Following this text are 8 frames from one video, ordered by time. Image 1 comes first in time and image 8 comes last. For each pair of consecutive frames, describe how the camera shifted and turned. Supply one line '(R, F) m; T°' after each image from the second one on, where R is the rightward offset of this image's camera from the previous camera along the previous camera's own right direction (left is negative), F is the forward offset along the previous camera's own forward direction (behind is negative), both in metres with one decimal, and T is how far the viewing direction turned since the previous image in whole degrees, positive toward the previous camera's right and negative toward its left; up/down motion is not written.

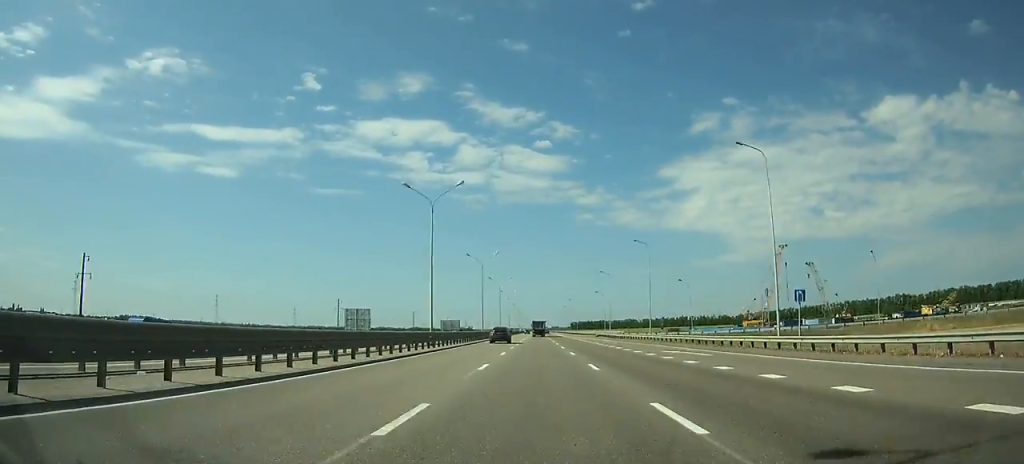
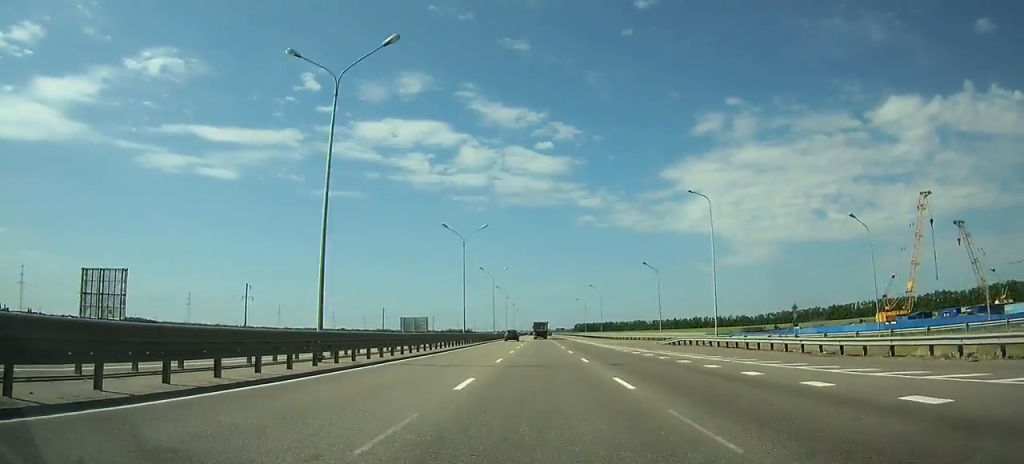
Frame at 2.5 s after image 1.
(-0.1, +65.7) m; 0°
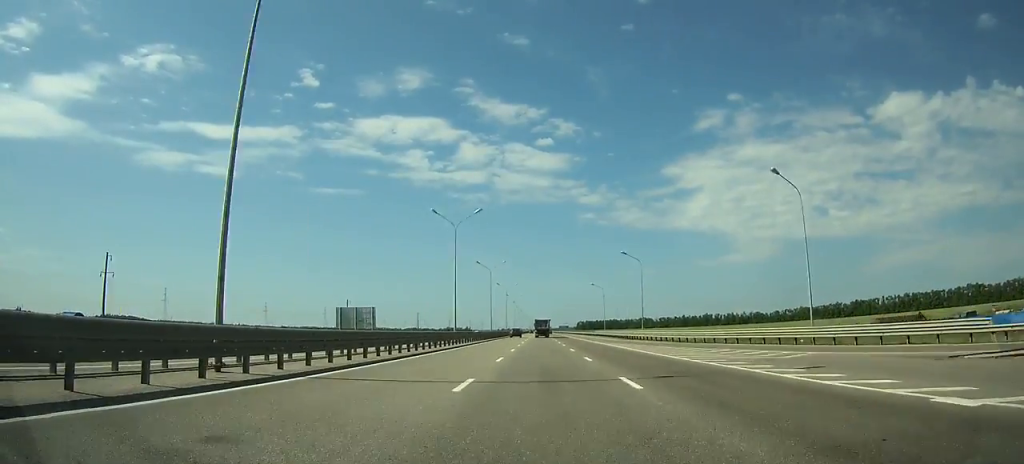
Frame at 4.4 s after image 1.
(0.0, +48.4) m; 0°
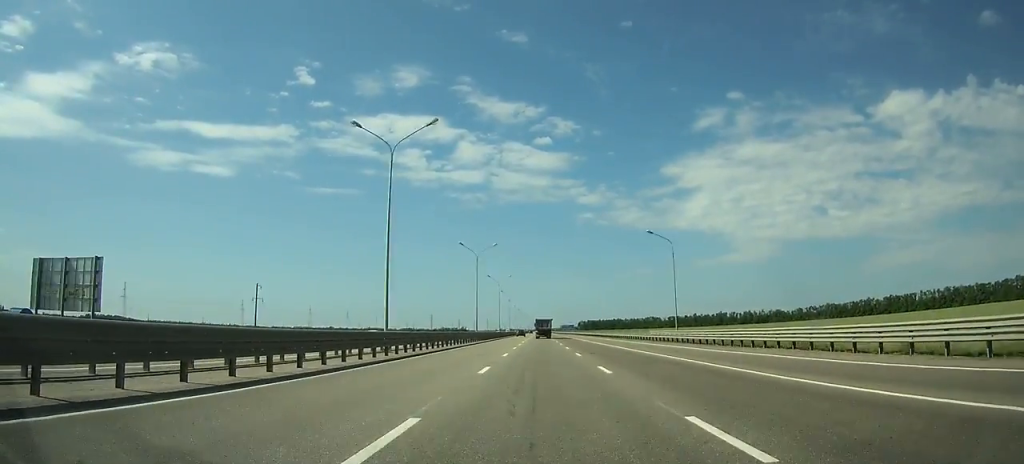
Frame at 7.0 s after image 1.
(0.0, +65.3) m; 0°
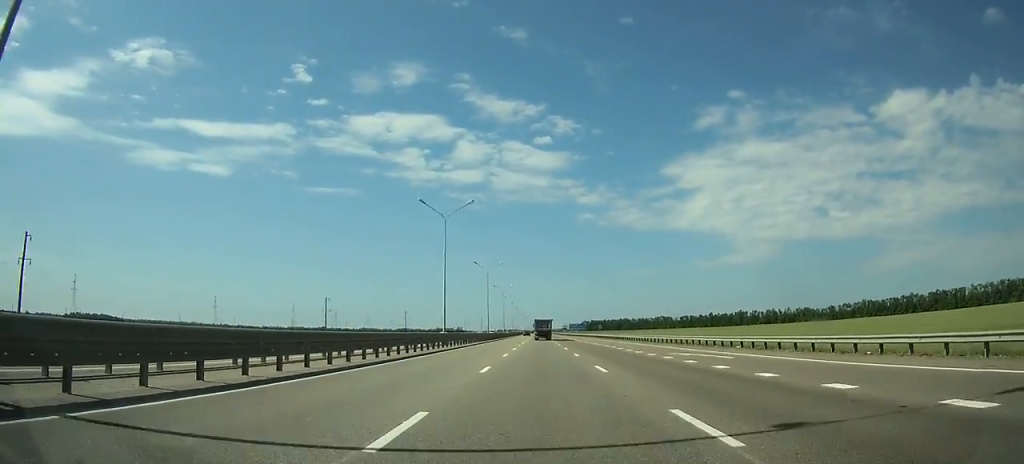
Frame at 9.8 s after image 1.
(0.0, +70.6) m; 0°
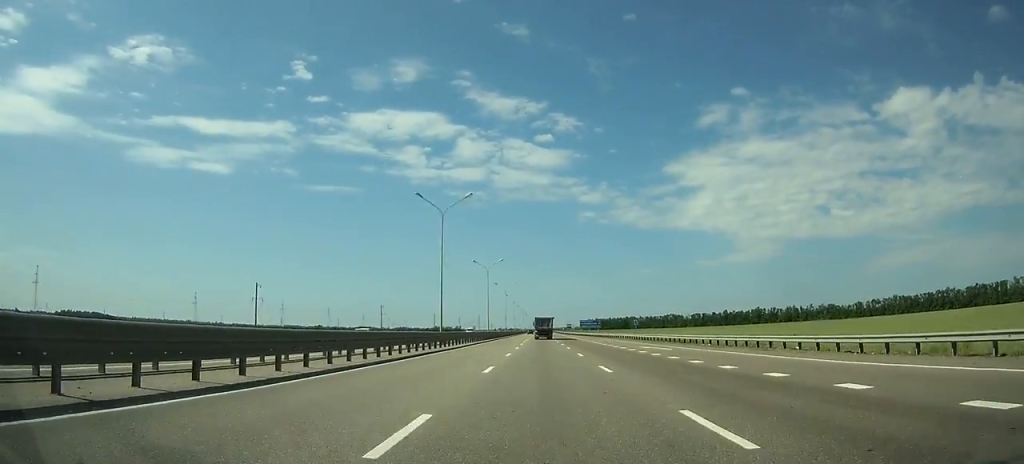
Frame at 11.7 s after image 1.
(+0.1, +49.5) m; 0°
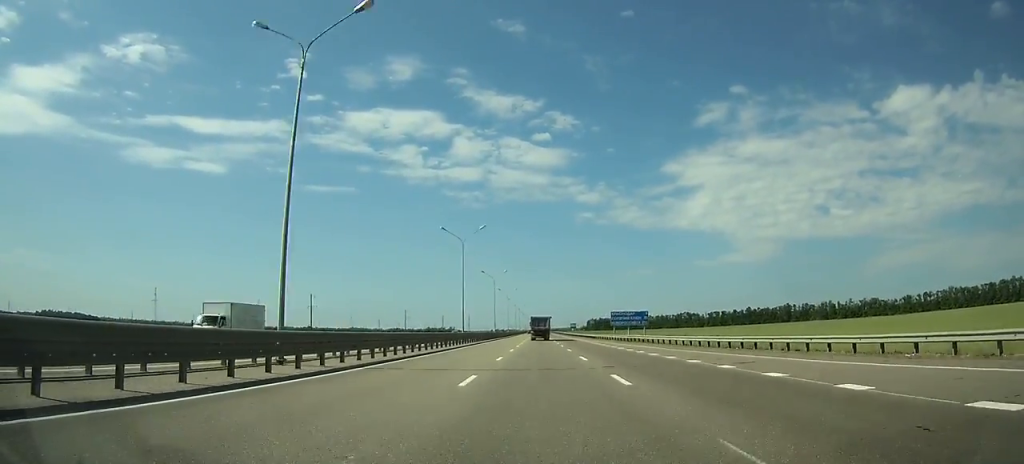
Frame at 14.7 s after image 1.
(-0.1, +77.4) m; 0°
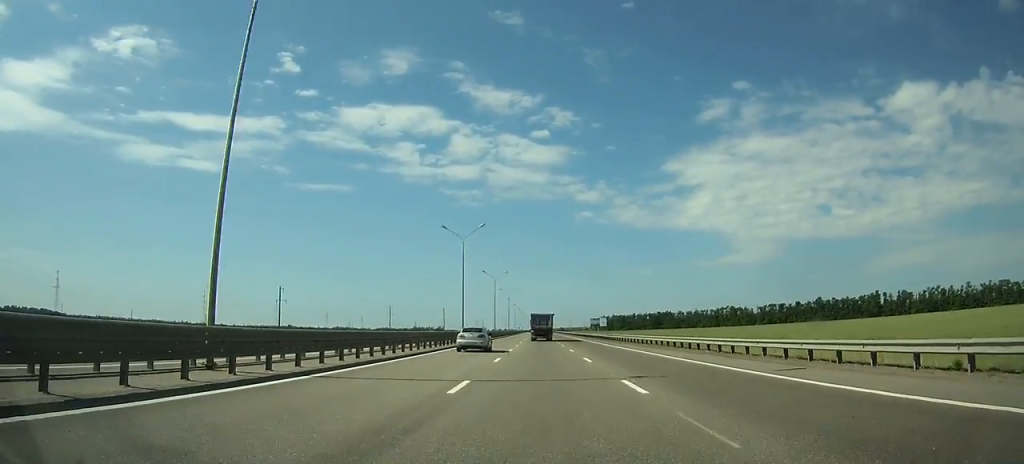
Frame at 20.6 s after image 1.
(0.0, +145.3) m; 0°
